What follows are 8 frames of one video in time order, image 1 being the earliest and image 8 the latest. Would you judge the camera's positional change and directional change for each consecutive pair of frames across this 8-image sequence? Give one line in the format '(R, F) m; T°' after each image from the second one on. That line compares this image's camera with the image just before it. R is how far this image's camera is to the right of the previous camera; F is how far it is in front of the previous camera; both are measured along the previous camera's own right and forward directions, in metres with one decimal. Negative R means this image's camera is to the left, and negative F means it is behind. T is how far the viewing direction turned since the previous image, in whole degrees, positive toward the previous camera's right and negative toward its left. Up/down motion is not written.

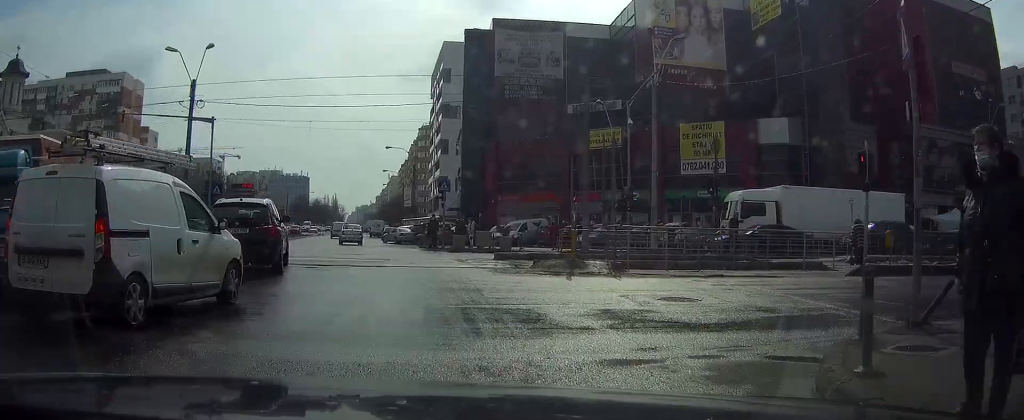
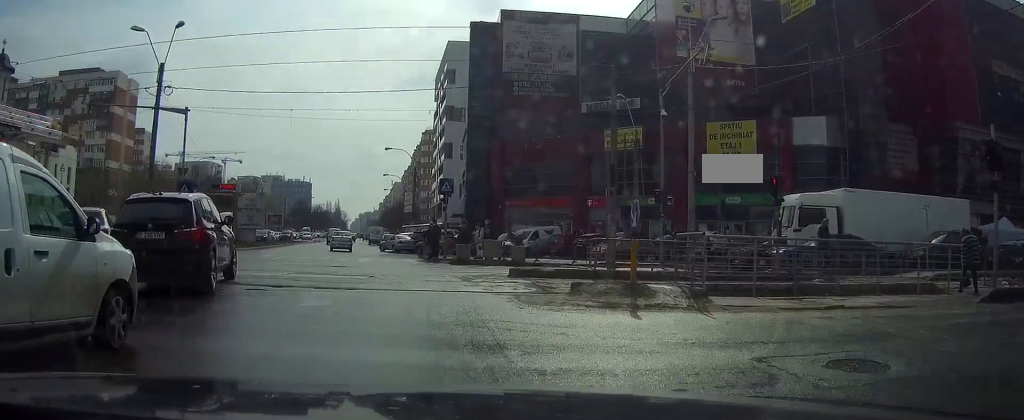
(0.0, +5.7) m; -1°
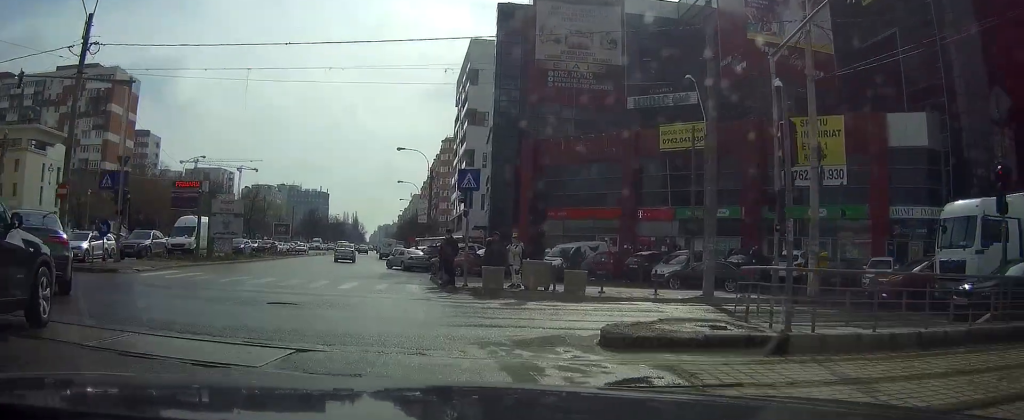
(-0.4, +10.8) m; -4°
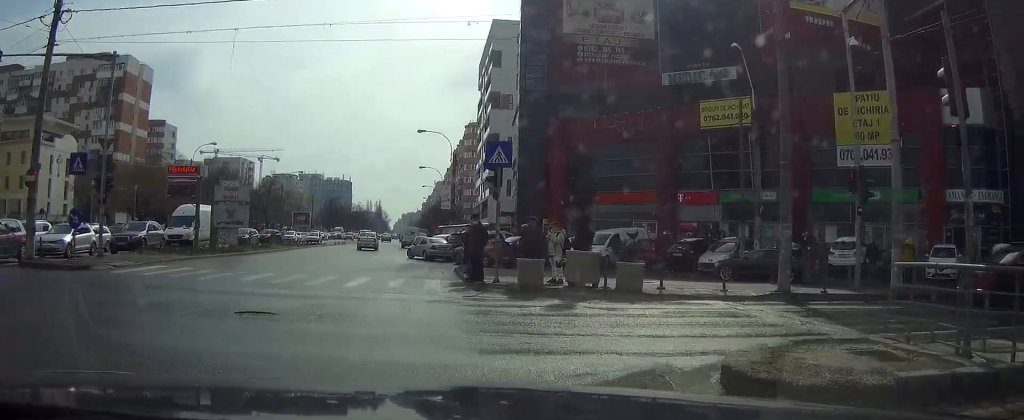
(-0.1, +3.8) m; -1°
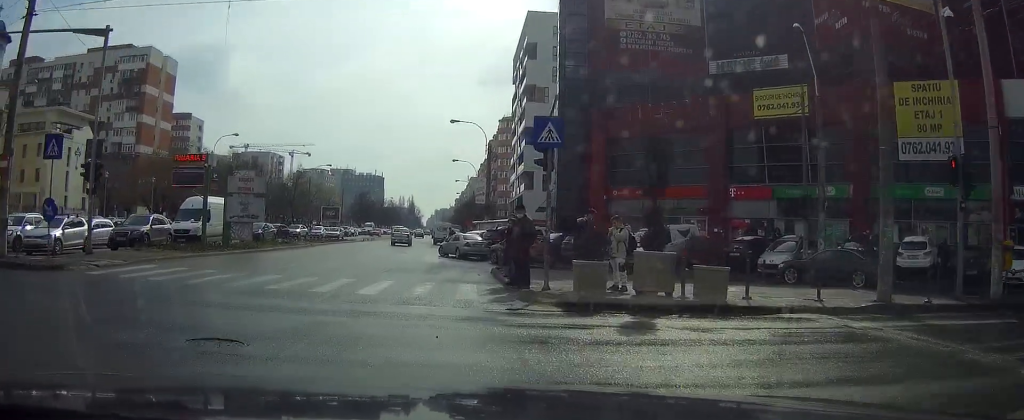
(0.0, +3.5) m; -1°
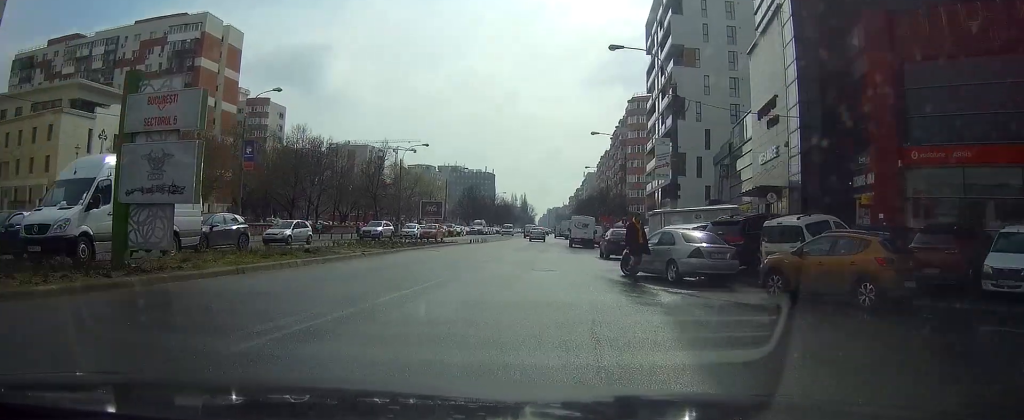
(-2.0, +22.7) m; -8°
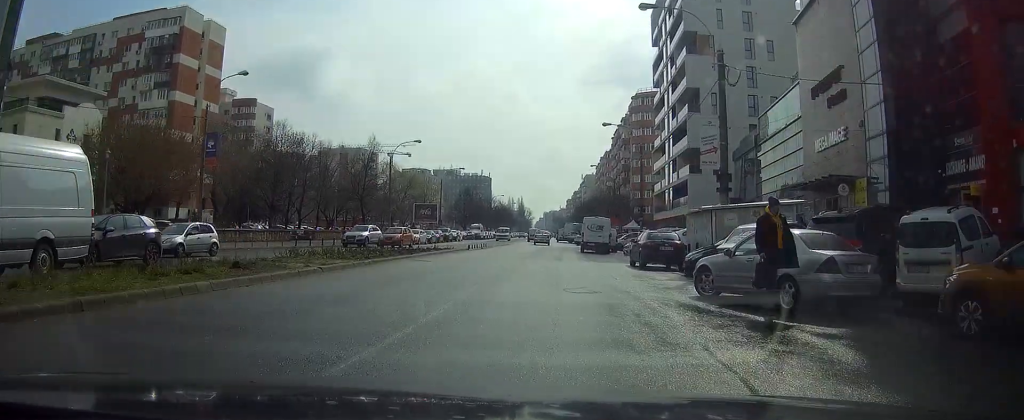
(-0.1, +6.9) m; 0°
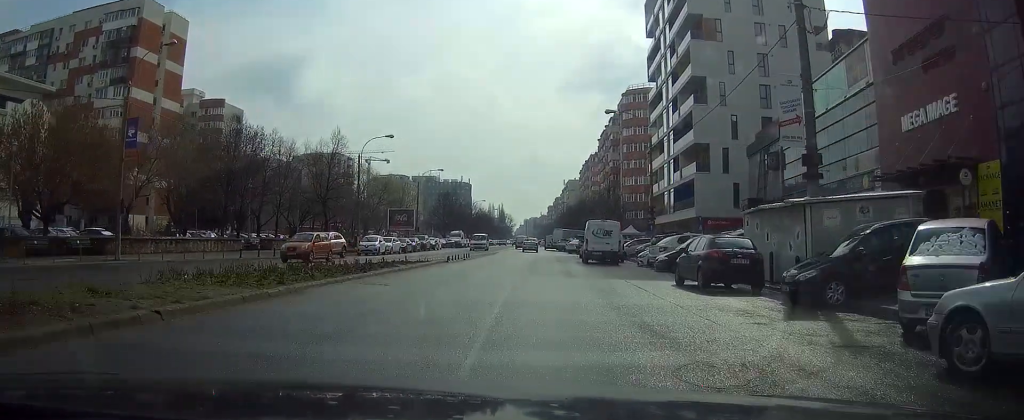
(+0.1, +8.8) m; +2°
